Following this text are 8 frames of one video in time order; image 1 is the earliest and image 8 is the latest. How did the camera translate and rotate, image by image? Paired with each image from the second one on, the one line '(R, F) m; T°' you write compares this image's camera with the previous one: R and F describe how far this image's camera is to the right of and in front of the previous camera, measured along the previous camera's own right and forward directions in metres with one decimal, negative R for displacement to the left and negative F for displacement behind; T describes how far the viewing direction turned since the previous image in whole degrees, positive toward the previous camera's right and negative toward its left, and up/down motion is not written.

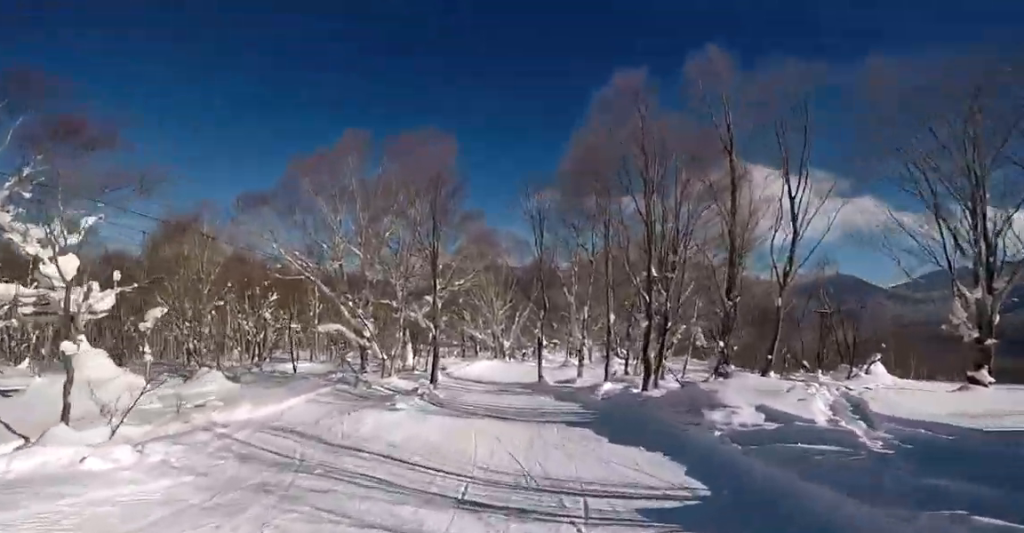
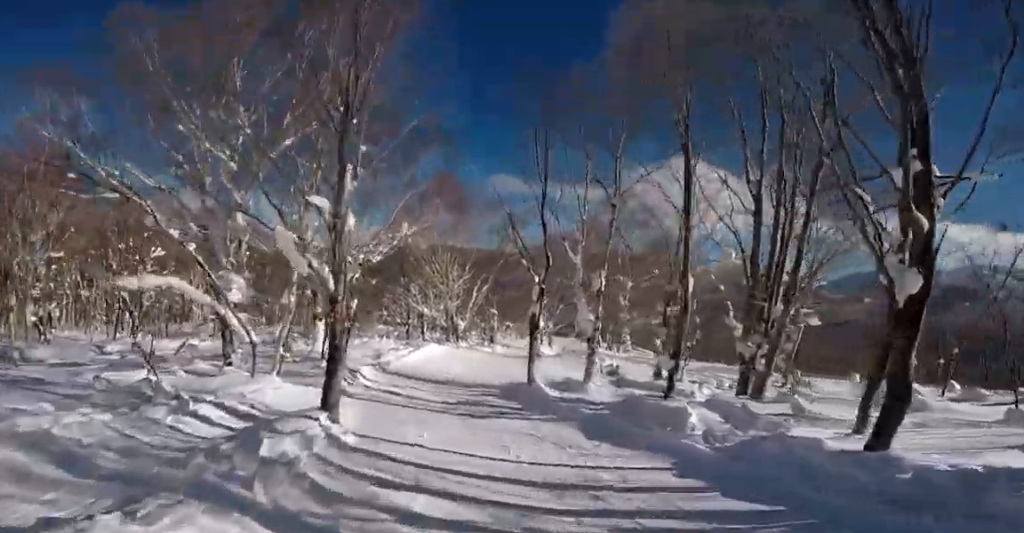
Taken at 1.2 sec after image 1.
(-0.7, +8.4) m; 0°
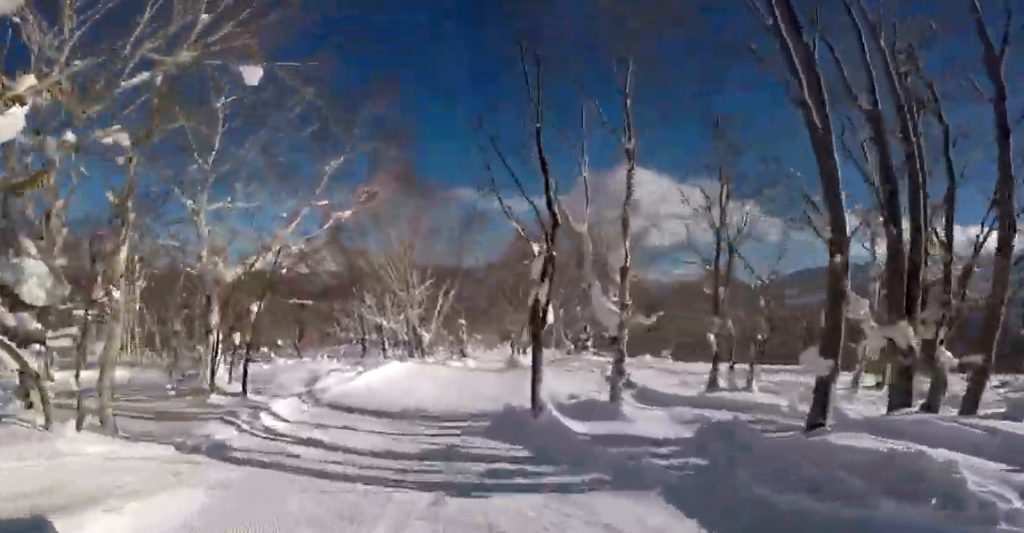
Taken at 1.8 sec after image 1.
(-0.1, +4.3) m; +7°
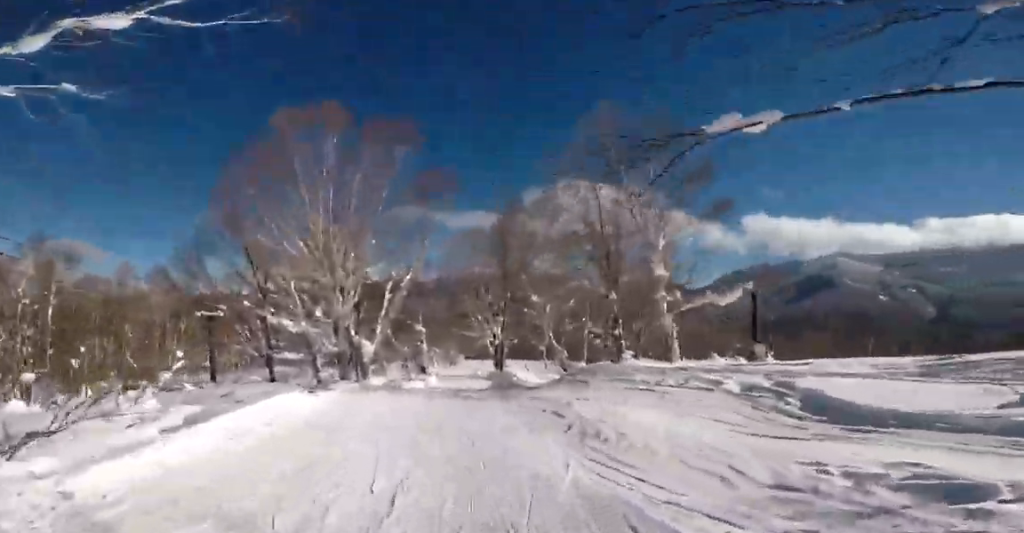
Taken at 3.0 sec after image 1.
(+1.3, +9.0) m; +8°
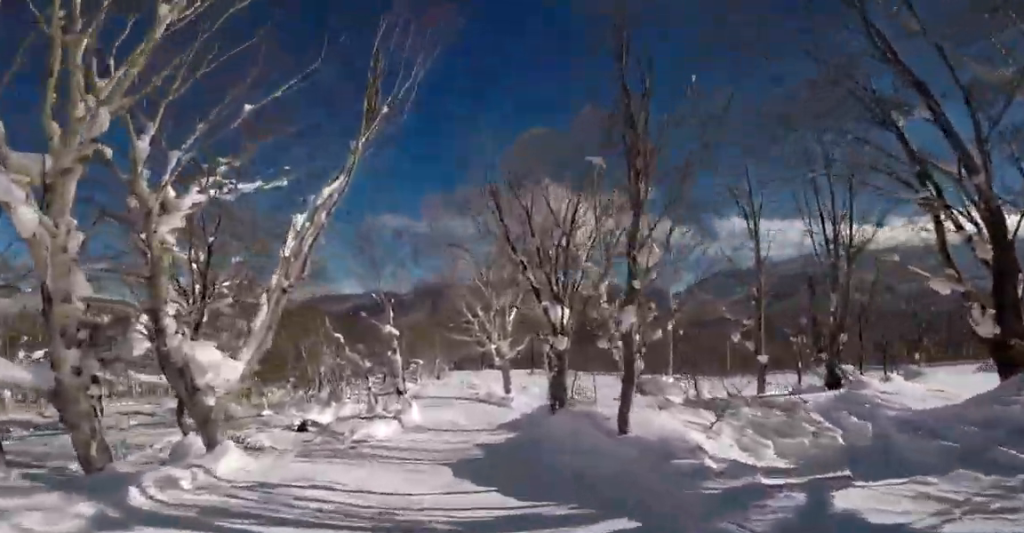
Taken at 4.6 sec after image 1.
(0.0, +12.8) m; -4°
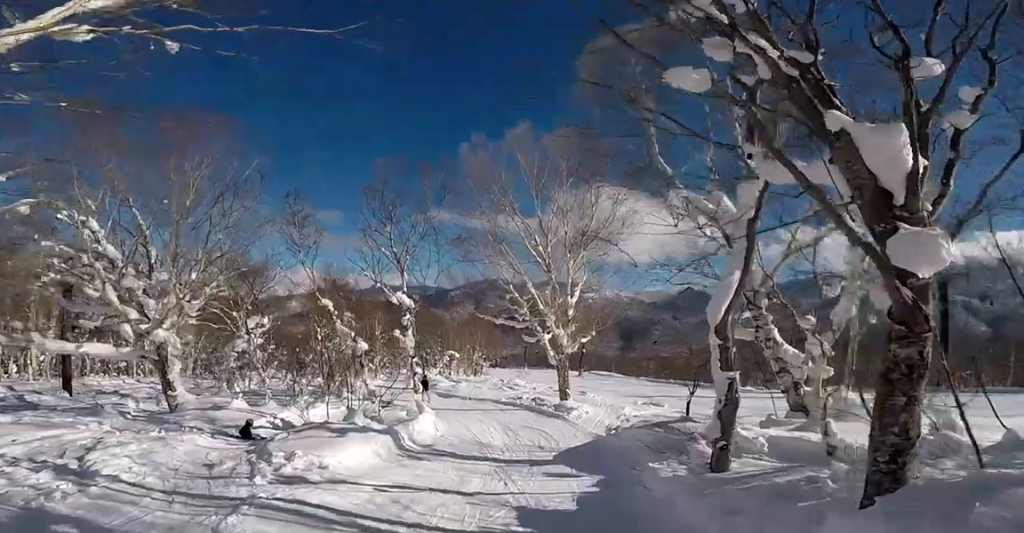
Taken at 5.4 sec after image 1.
(-0.4, +7.2) m; -4°
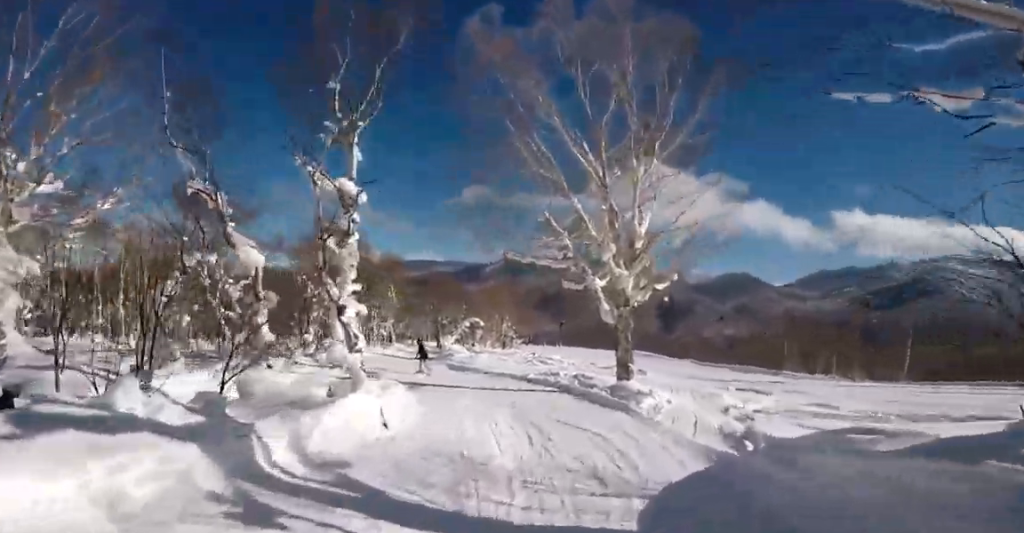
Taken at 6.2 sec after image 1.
(-0.2, +6.9) m; -9°
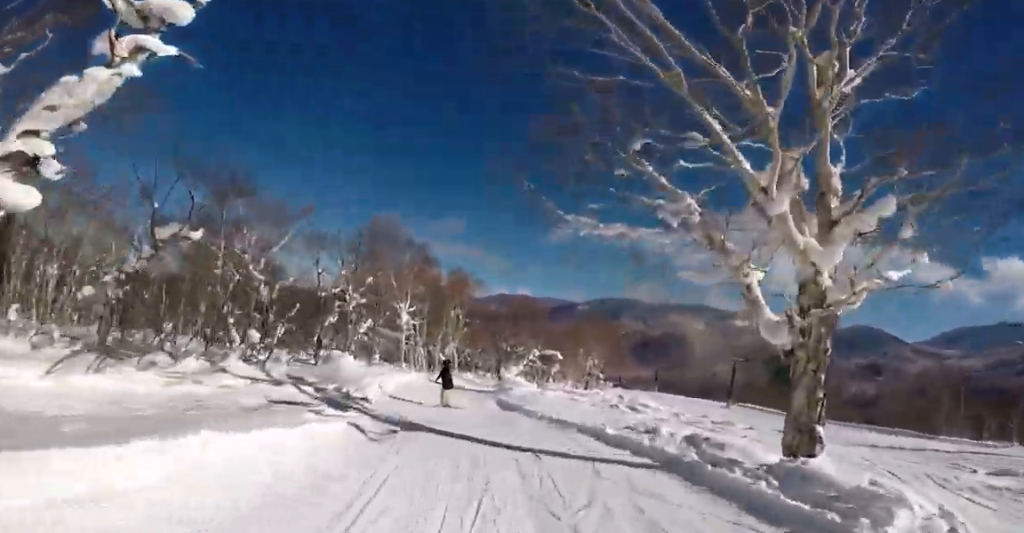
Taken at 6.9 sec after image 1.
(0.0, +5.8) m; -9°
